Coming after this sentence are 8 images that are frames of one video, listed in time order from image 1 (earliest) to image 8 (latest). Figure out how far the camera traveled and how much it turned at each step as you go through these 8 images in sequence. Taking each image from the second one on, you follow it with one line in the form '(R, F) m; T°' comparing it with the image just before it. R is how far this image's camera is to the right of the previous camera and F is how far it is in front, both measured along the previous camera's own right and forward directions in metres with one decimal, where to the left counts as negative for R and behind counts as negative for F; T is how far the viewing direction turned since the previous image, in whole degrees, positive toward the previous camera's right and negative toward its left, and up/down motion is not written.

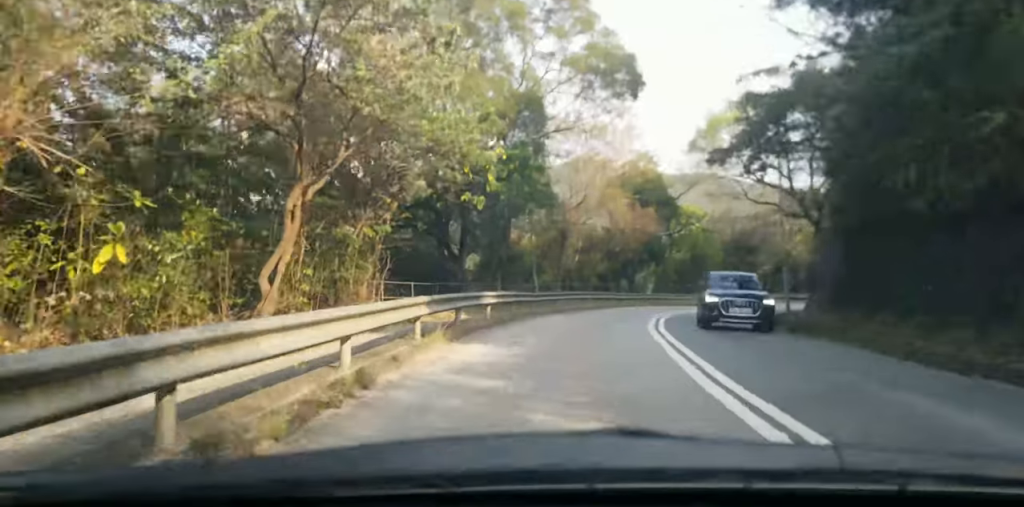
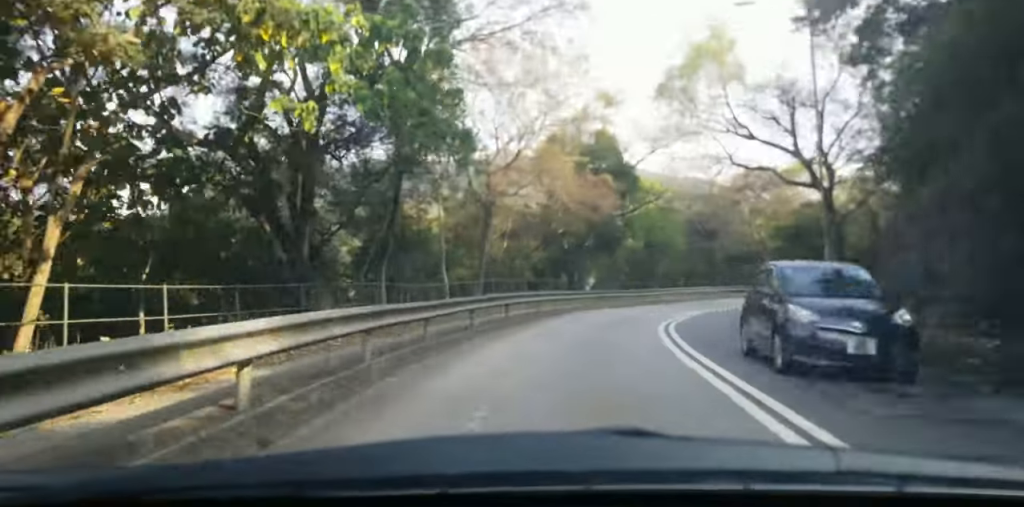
(-0.4, +14.3) m; +3°
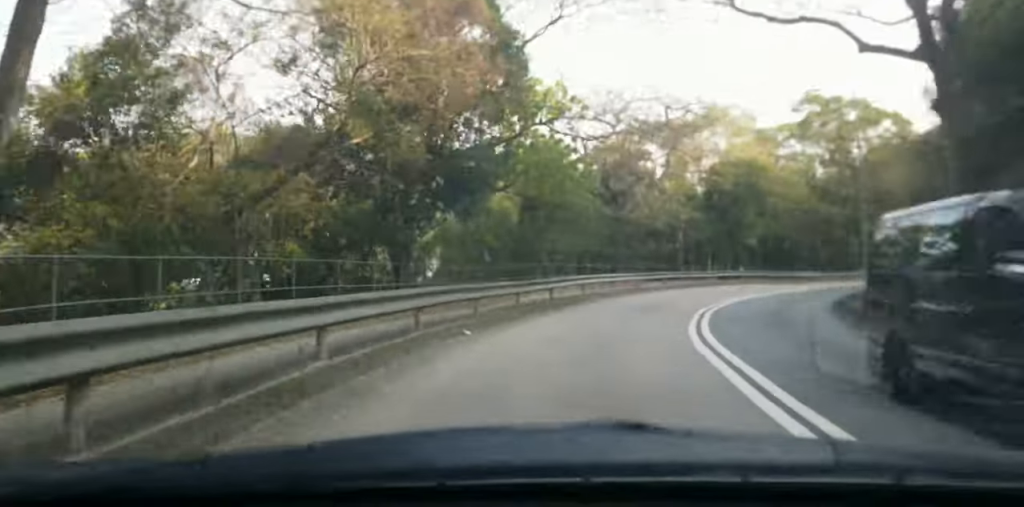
(+3.0, +21.3) m; +14°
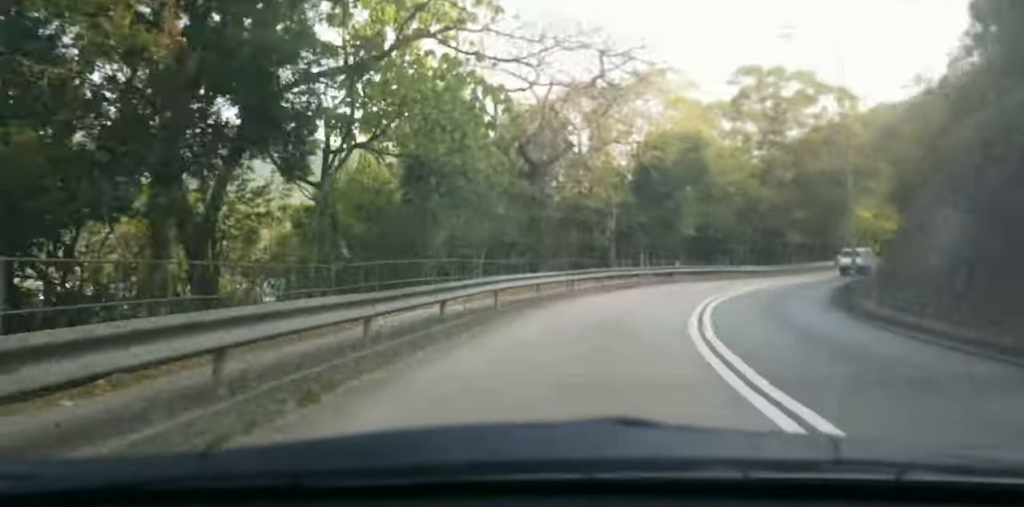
(+0.5, +10.2) m; +7°
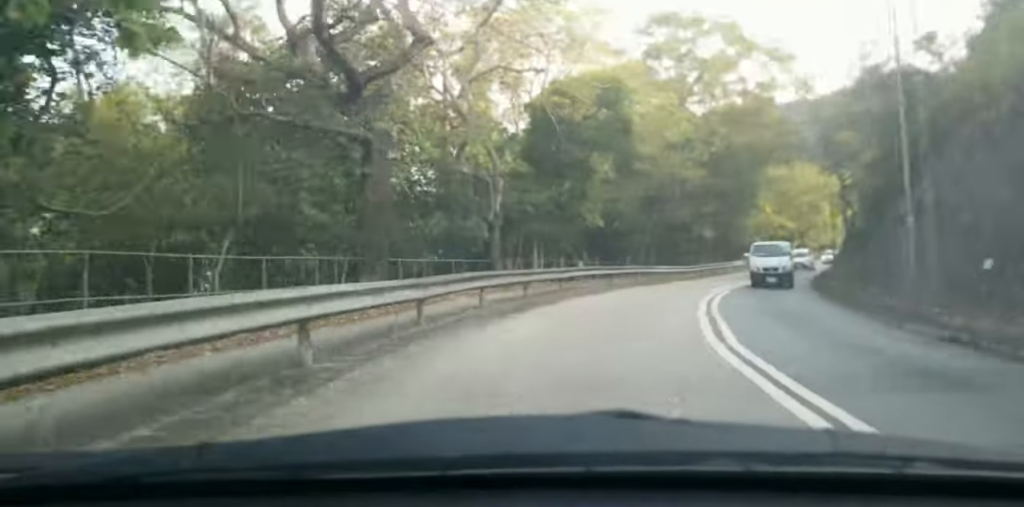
(+1.1, +14.2) m; +11°
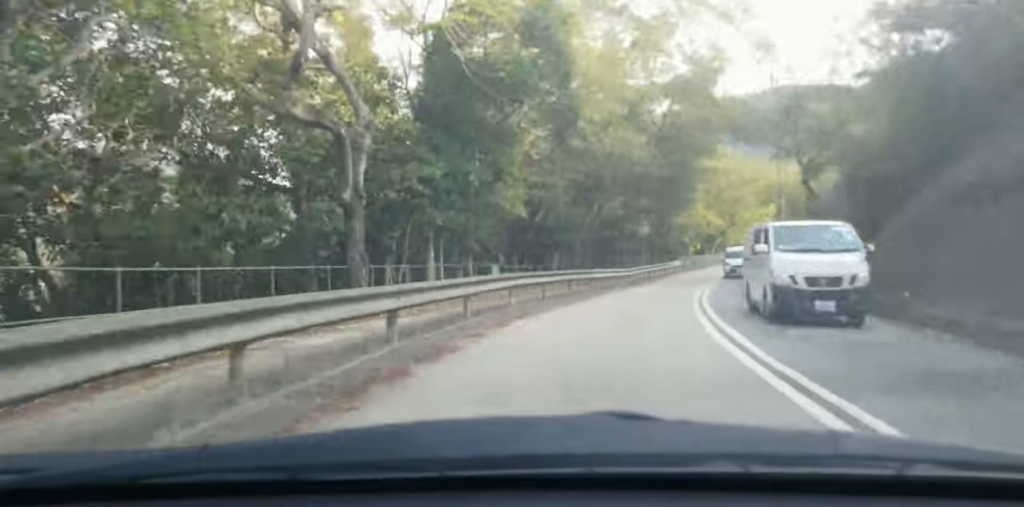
(+0.7, +9.2) m; +7°
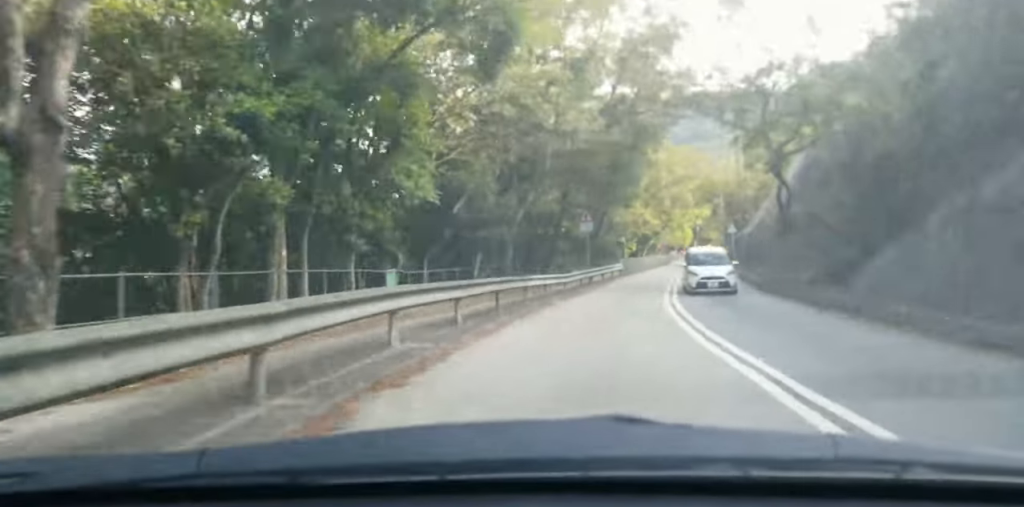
(+0.4, +8.2) m; +4°
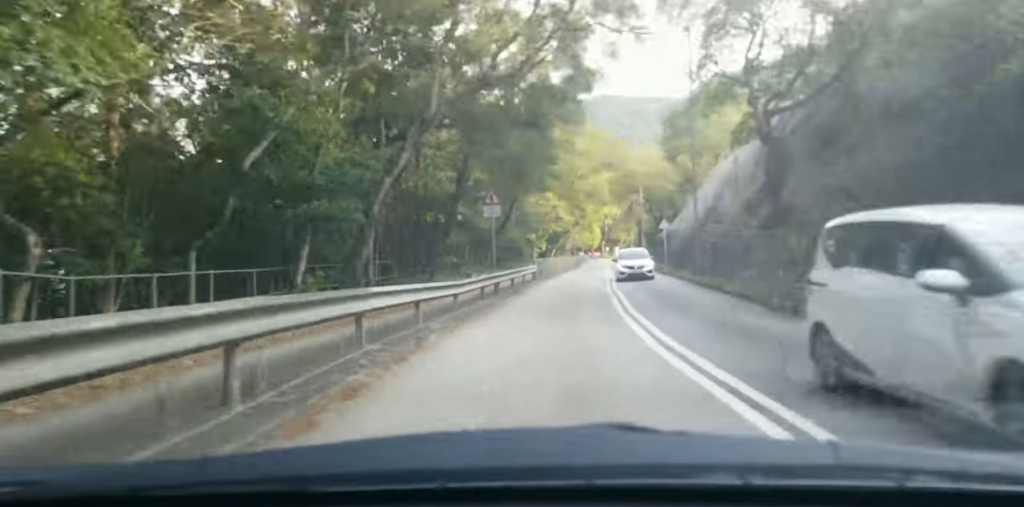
(+0.5, +11.8) m; +6°
